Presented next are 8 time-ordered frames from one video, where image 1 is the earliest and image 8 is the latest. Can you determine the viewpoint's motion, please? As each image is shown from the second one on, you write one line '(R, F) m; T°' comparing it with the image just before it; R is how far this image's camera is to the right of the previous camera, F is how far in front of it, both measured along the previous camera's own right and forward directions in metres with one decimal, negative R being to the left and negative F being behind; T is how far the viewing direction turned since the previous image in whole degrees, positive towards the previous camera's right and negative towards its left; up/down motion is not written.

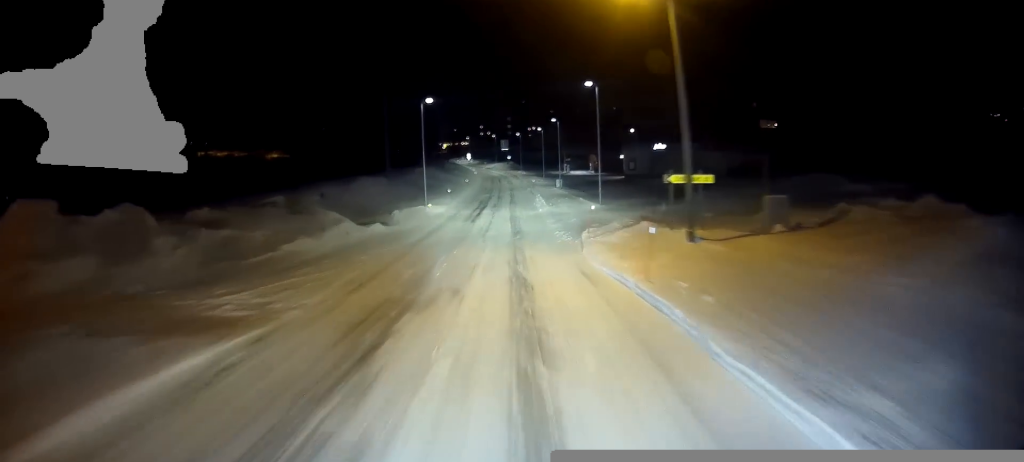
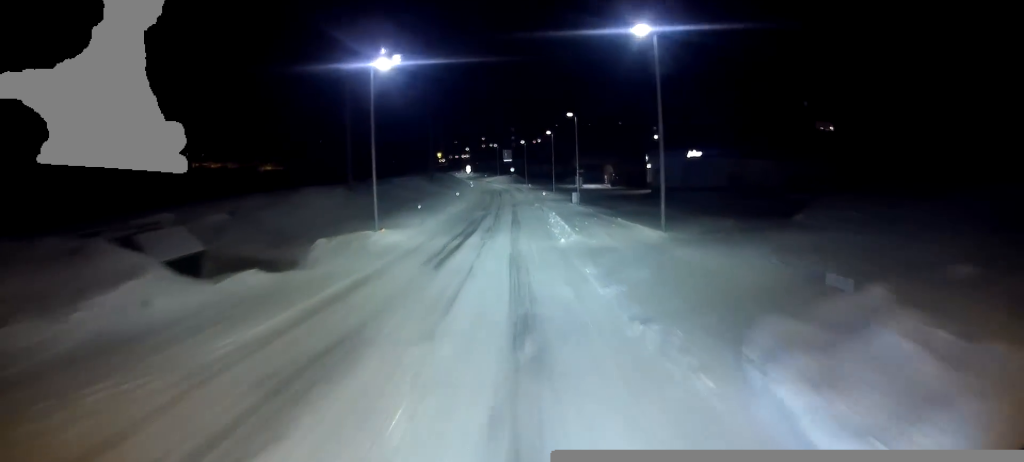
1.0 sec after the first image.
(-0.2, +15.8) m; -1°
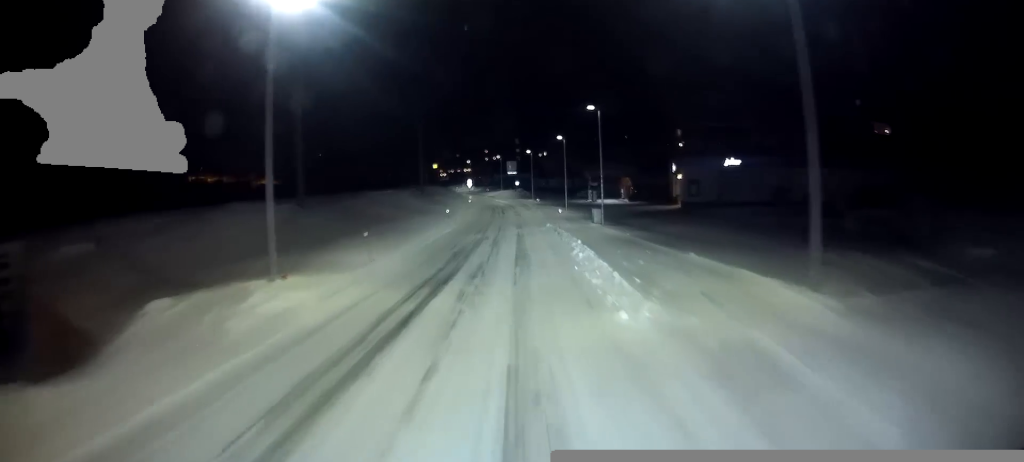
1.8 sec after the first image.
(-0.1, +12.2) m; -1°
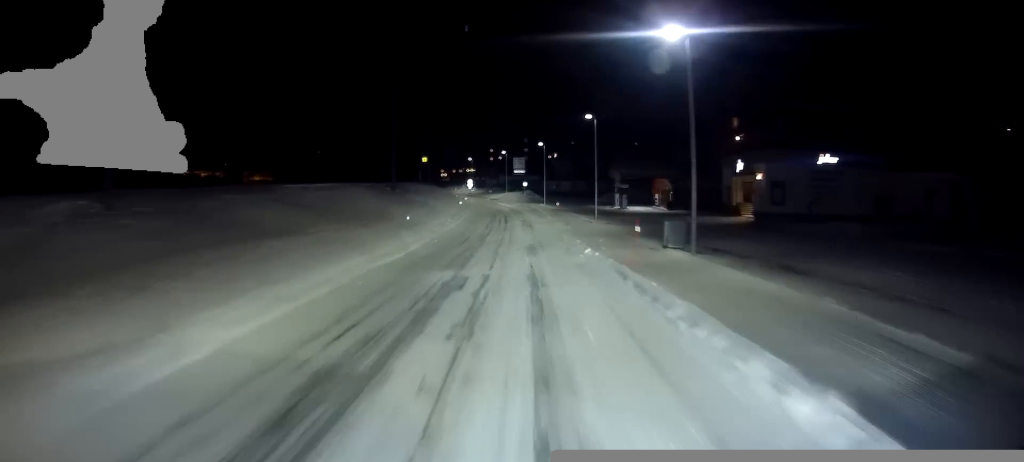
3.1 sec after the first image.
(0.0, +19.5) m; 0°
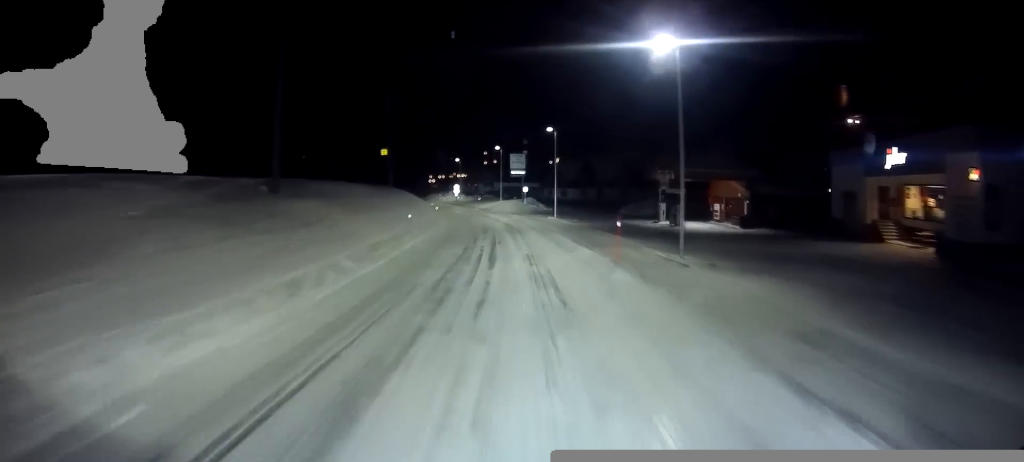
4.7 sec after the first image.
(-0.1, +24.4) m; 0°
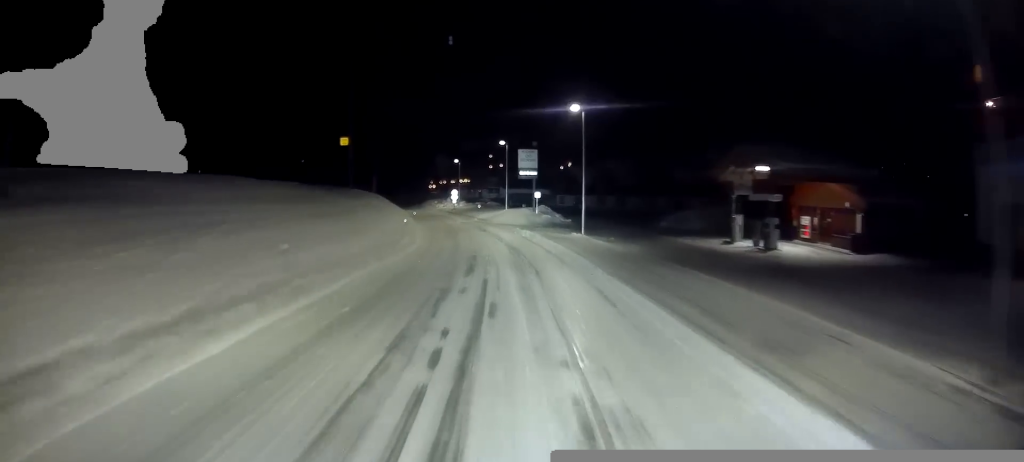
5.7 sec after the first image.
(0.0, +16.6) m; 0°
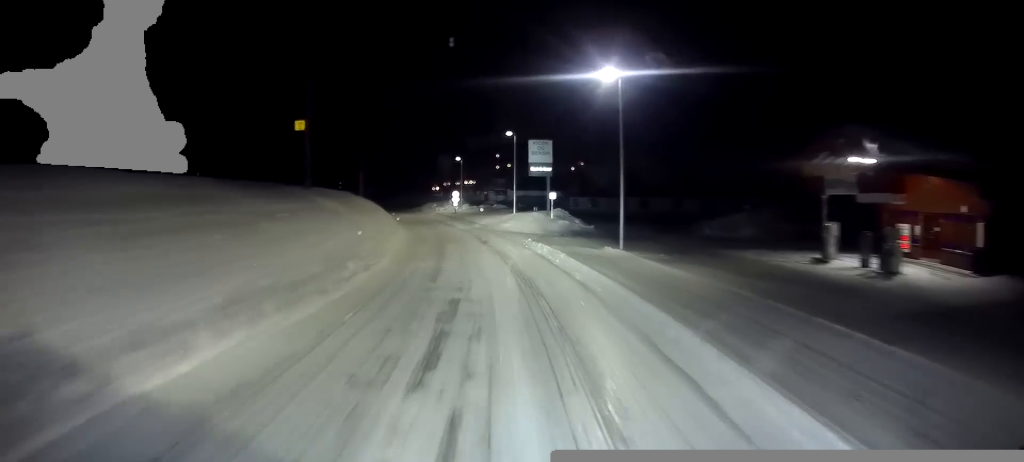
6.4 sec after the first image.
(-0.1, +10.7) m; -1°
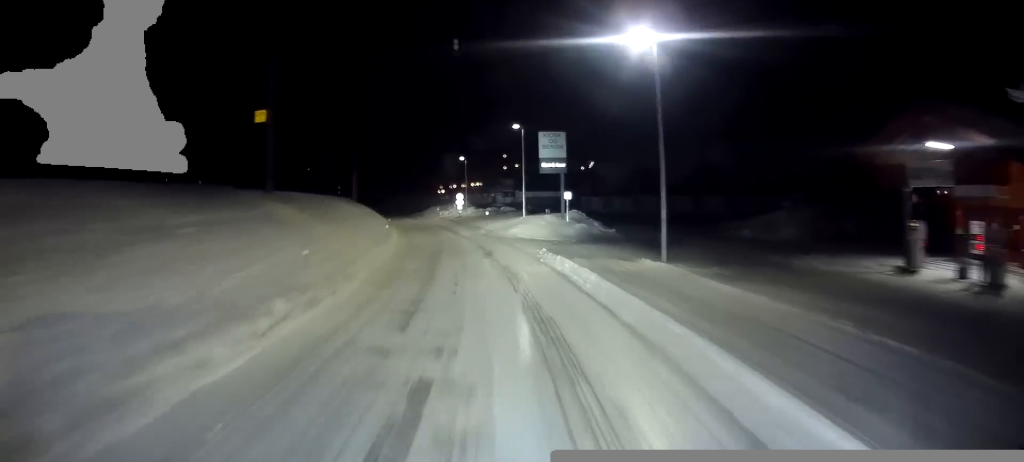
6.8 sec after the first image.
(0.0, +6.1) m; -1°
